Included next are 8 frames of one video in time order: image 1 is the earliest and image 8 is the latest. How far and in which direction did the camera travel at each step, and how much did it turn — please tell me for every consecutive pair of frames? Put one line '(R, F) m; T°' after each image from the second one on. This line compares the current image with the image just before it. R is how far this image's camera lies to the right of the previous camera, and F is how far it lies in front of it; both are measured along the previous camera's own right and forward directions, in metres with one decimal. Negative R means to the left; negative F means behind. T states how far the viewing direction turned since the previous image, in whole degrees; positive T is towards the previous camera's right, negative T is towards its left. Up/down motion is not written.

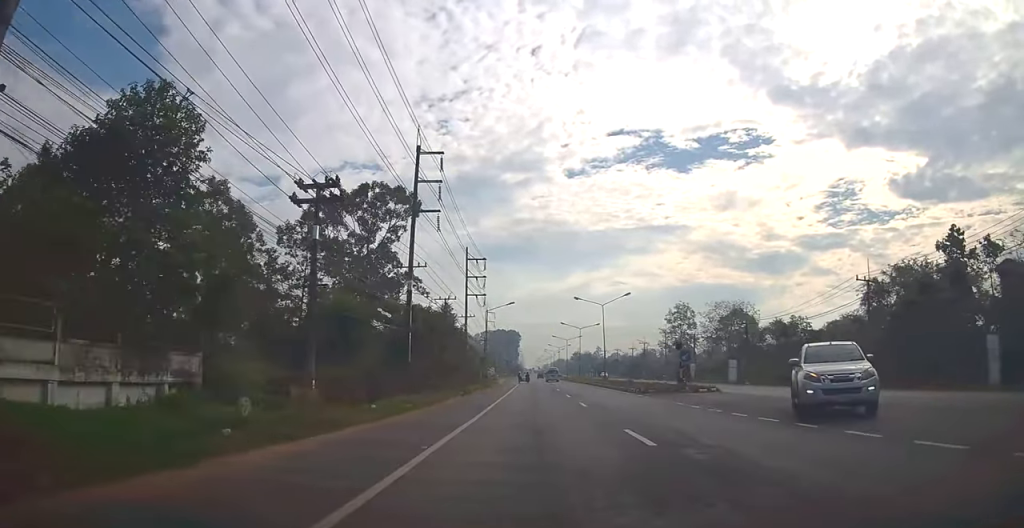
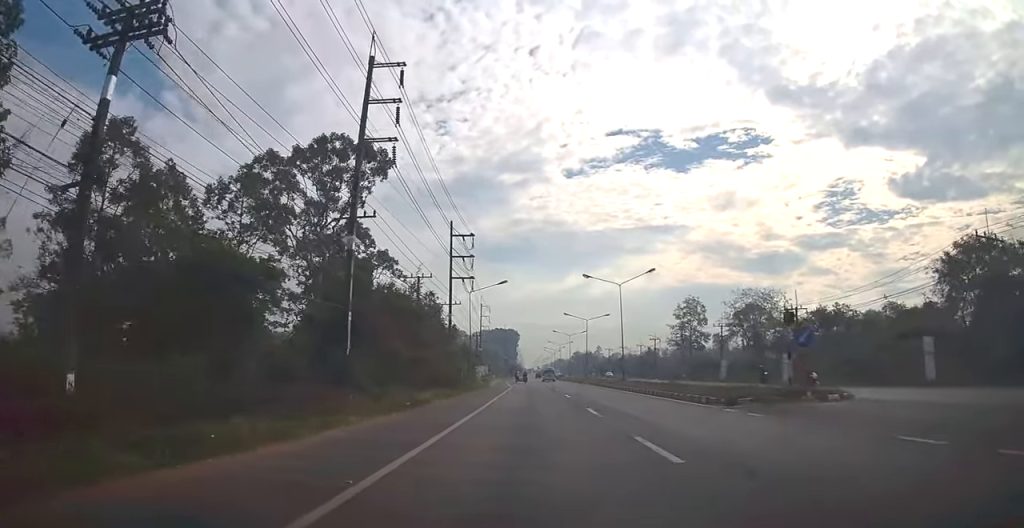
(0.0, +14.5) m; +1°
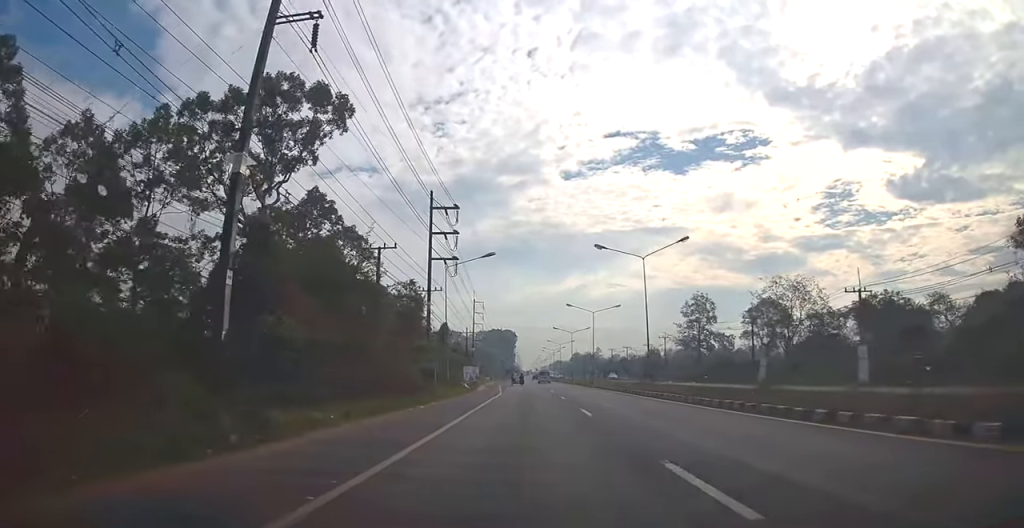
(+0.2, +12.5) m; +1°
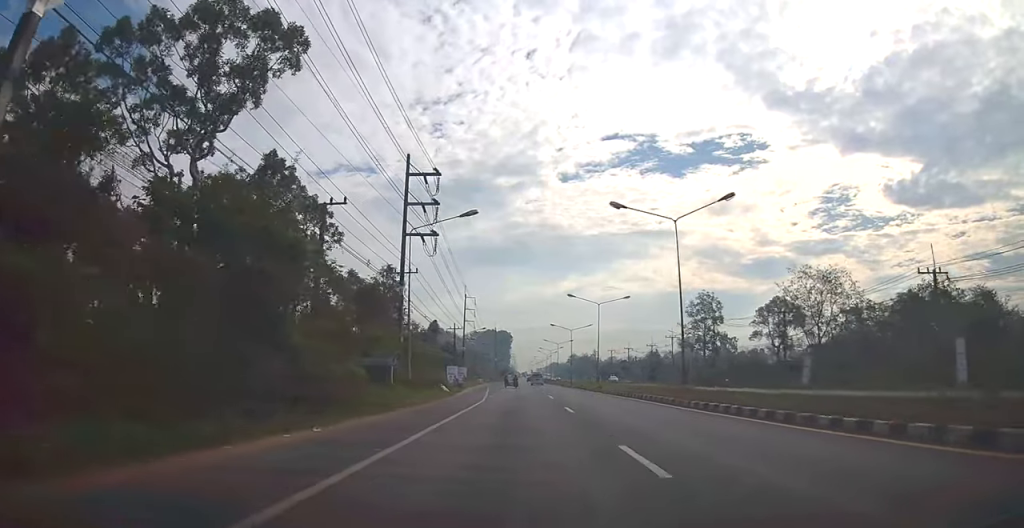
(+0.1, +10.2) m; +1°
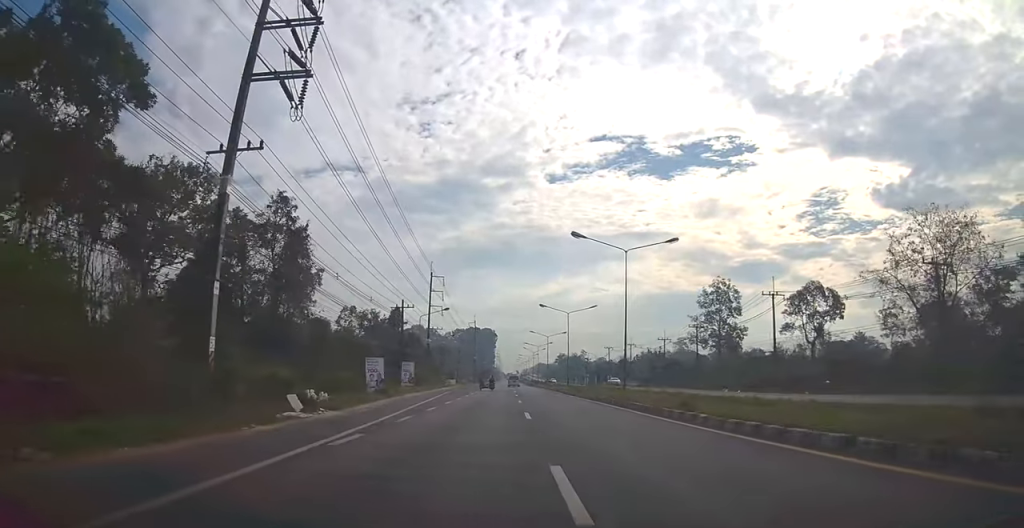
(+0.1, +26.1) m; 0°
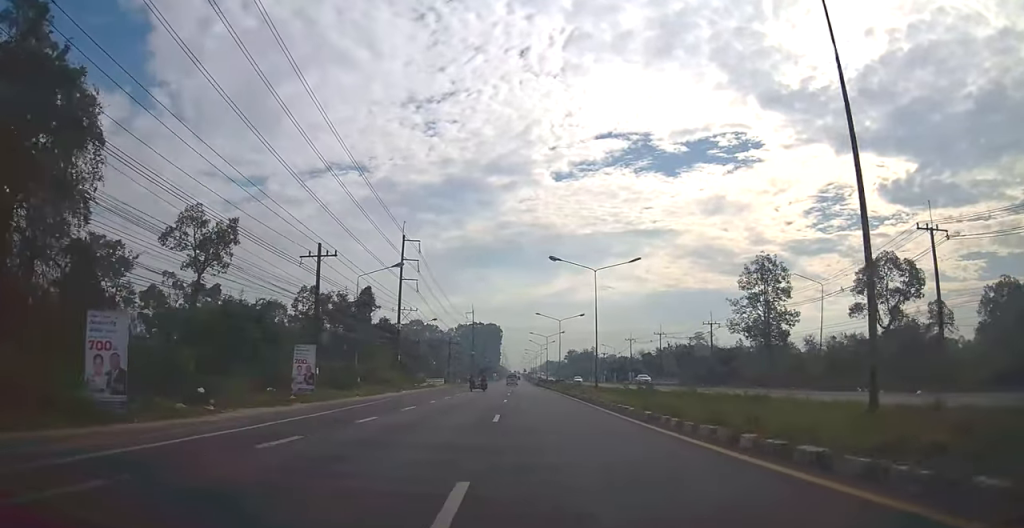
(+0.1, +24.8) m; 0°
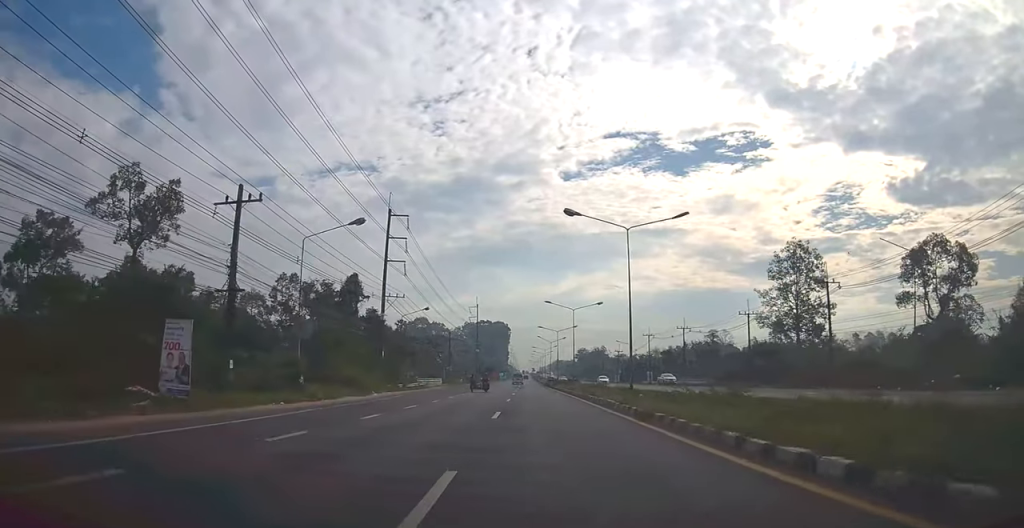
(0.0, +11.2) m; 0°
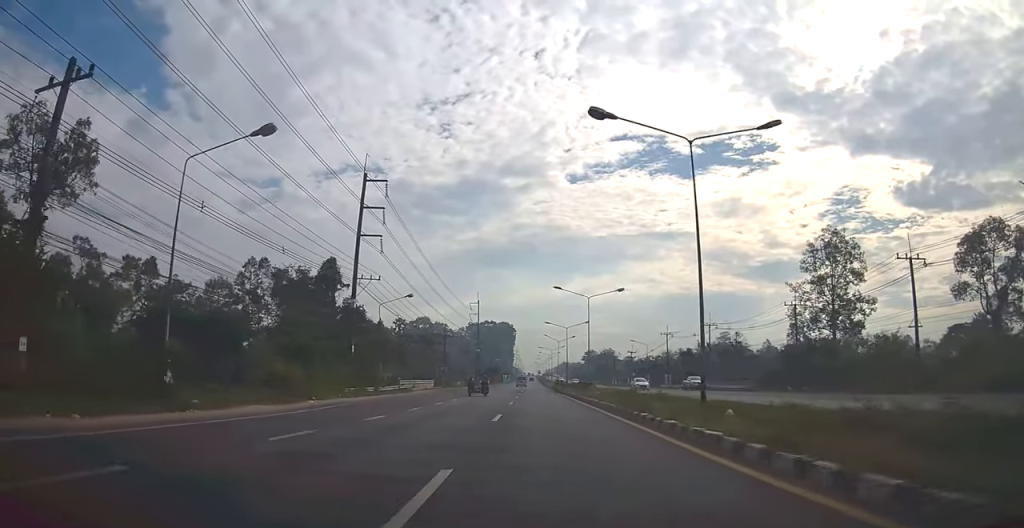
(-0.1, +11.9) m; 0°
